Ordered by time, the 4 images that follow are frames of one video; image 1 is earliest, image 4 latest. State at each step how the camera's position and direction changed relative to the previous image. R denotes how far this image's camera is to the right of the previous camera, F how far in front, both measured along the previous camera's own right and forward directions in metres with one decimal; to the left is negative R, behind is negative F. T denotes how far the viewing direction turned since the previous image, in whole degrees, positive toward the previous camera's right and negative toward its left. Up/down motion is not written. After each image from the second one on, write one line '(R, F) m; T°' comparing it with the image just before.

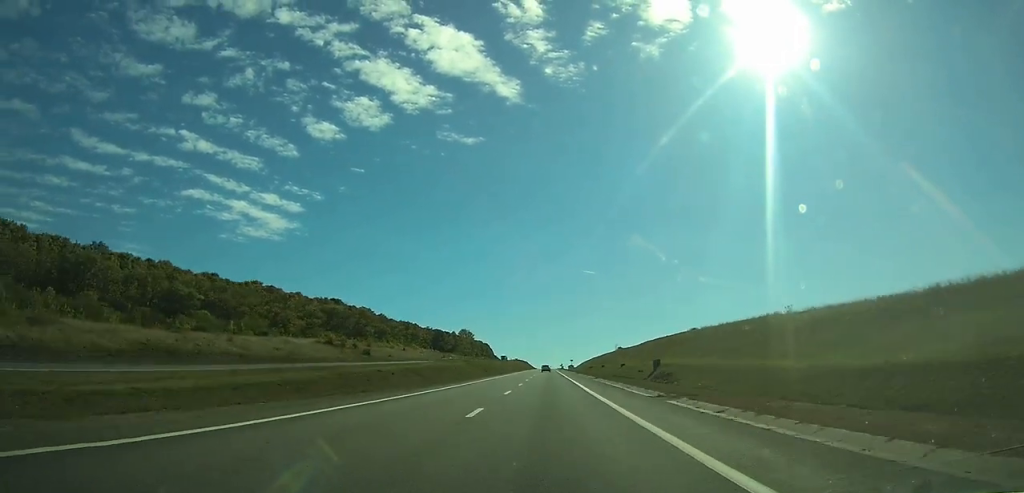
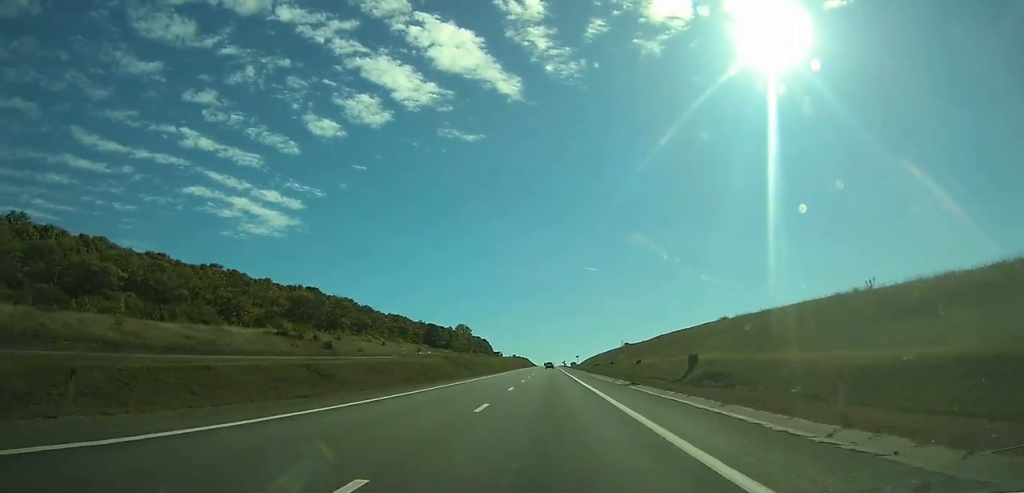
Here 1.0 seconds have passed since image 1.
(-0.3, +22.3) m; 0°
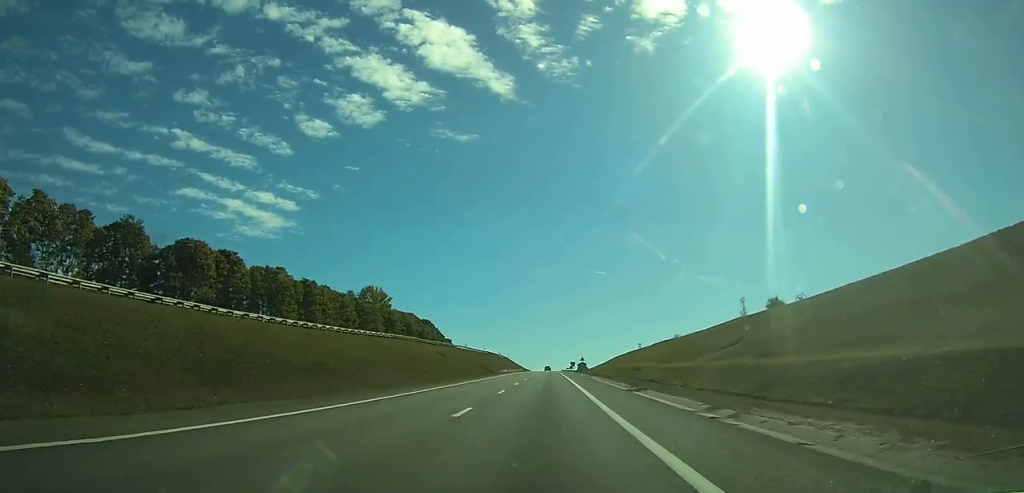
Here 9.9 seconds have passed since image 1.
(-1.0, +210.8) m; -1°
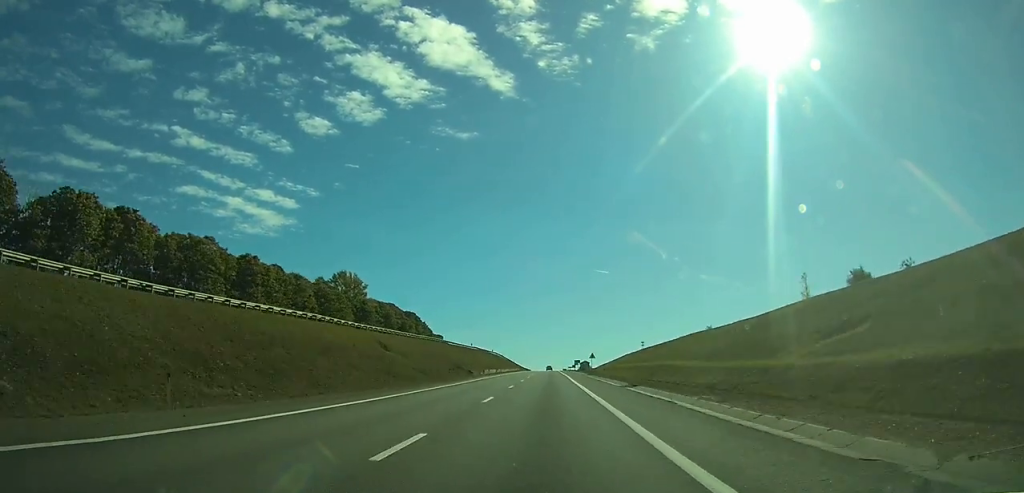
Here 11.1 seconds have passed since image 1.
(-0.1, +29.9) m; 0°
